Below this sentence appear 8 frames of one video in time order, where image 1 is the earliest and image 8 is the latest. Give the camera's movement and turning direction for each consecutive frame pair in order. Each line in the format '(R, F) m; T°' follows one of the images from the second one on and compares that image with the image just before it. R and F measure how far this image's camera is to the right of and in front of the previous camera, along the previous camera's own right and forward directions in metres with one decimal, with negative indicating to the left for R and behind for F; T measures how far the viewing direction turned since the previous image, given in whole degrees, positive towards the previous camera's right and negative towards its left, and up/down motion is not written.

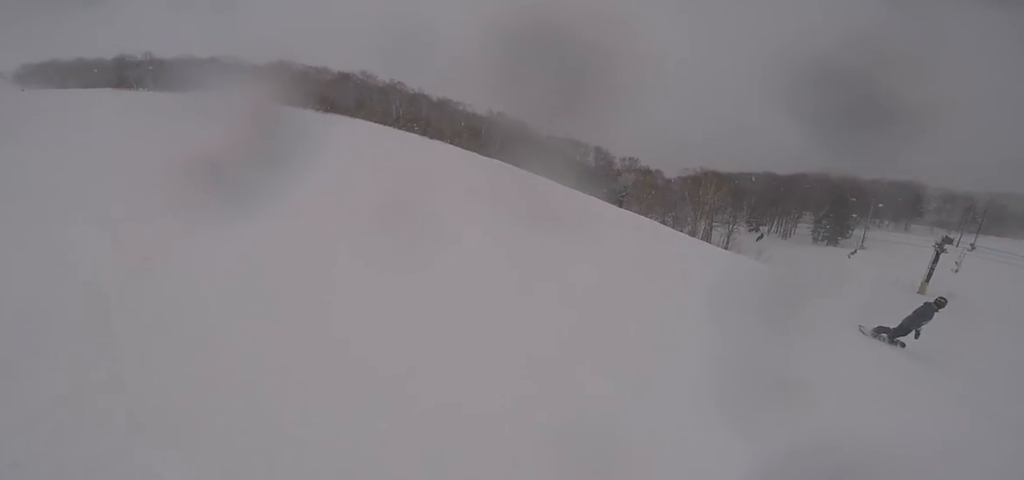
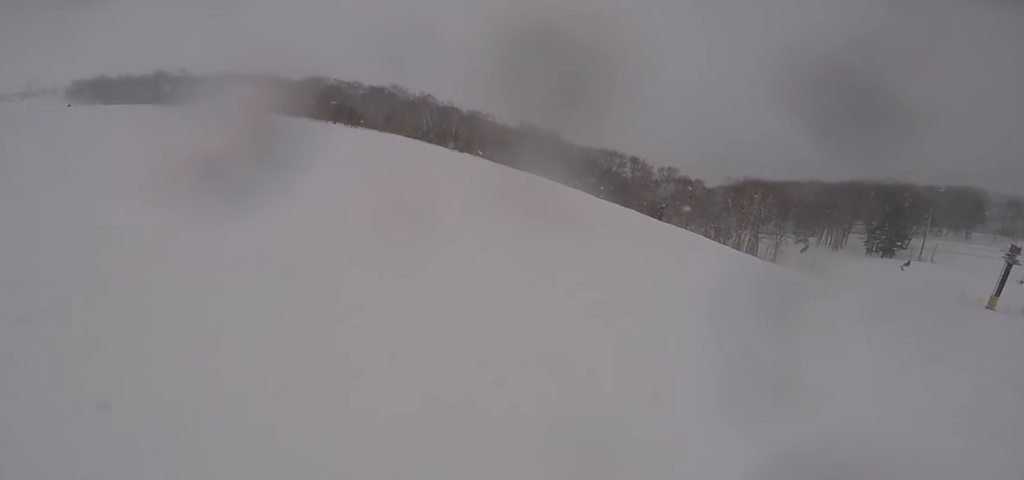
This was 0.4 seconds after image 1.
(+0.1, +1.2) m; +7°
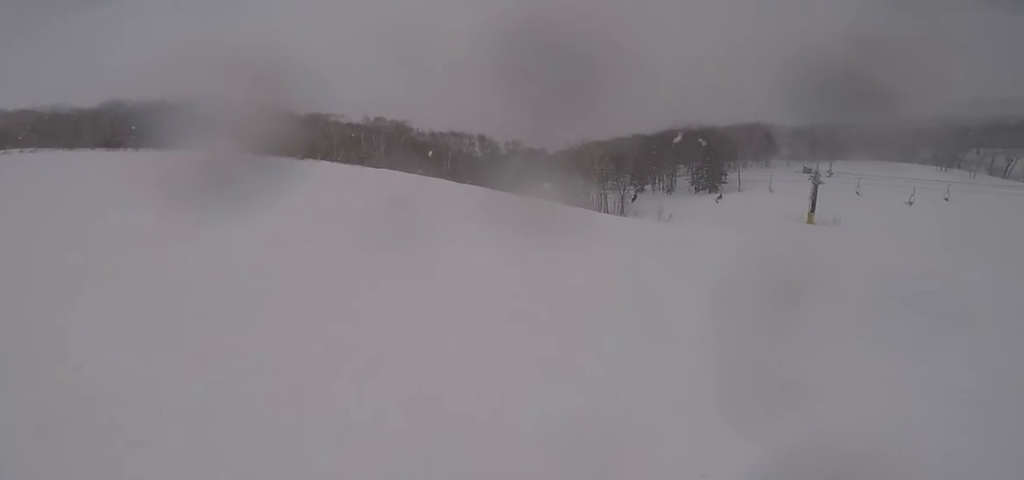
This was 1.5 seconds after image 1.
(+0.5, +2.5) m; +27°
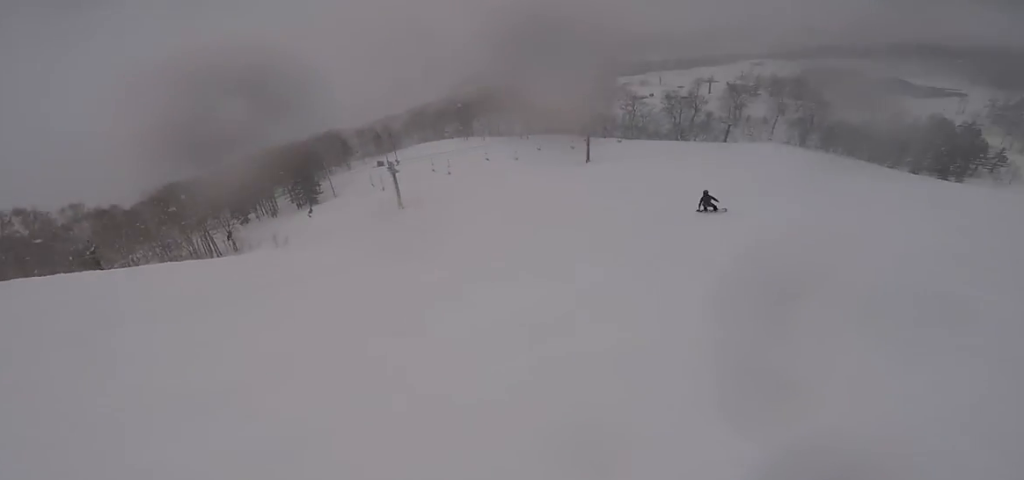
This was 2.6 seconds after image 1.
(+0.7, +2.4) m; +27°
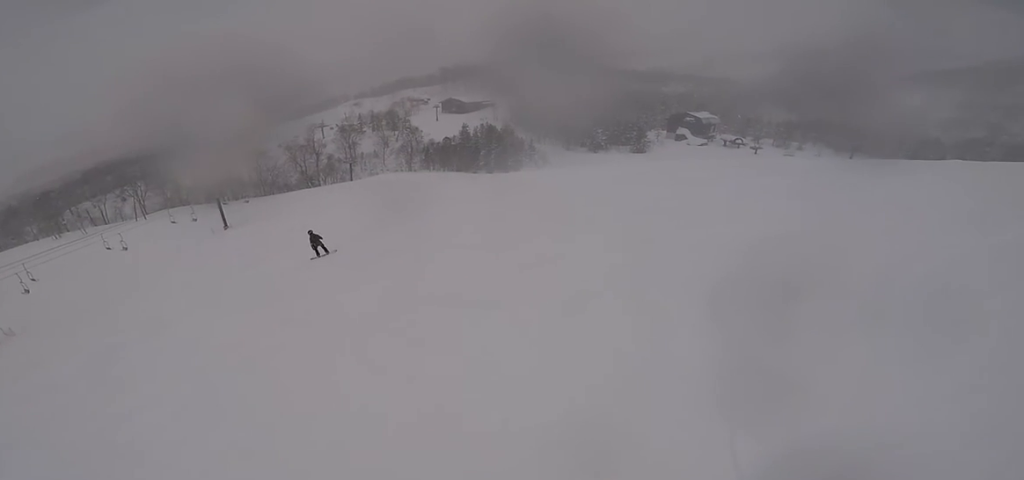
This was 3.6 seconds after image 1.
(+0.6, +3.3) m; +13°
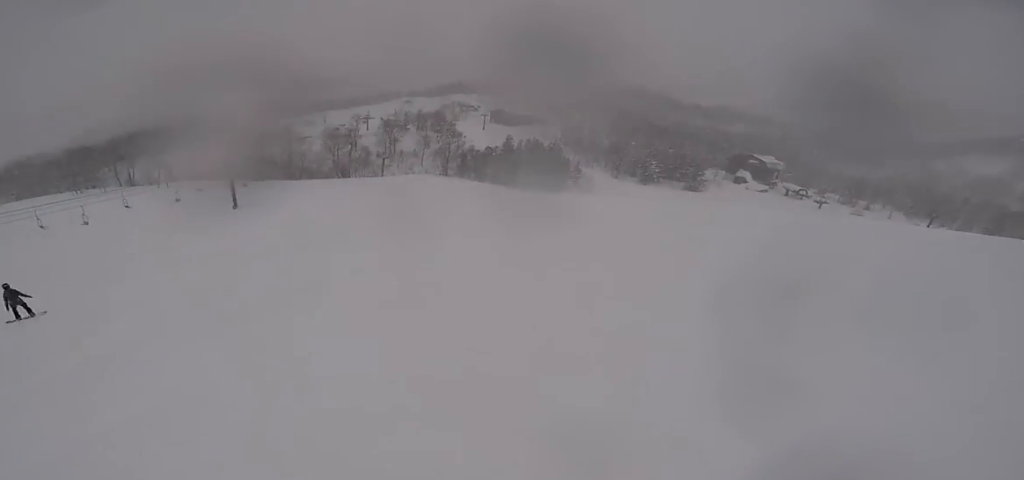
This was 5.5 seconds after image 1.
(-0.2, +7.2) m; -15°
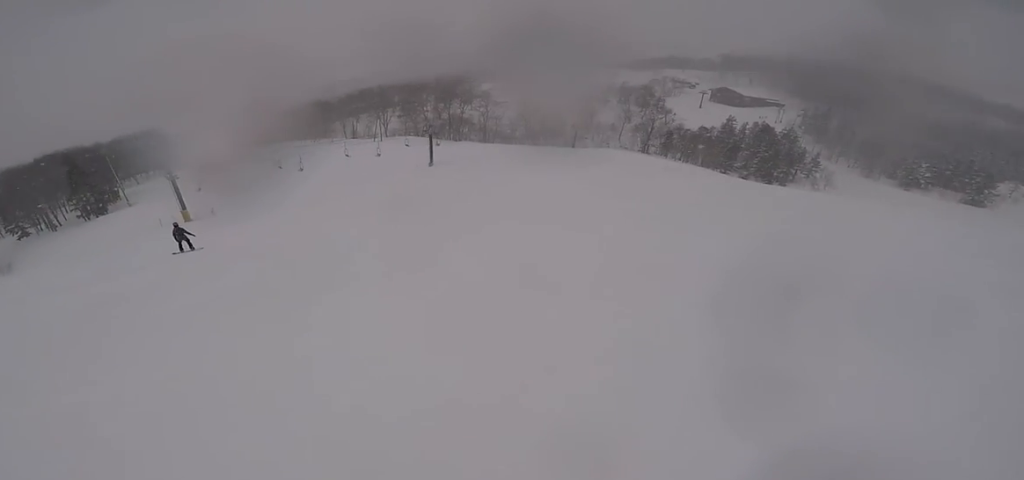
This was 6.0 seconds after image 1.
(-0.1, +1.7) m; -10°
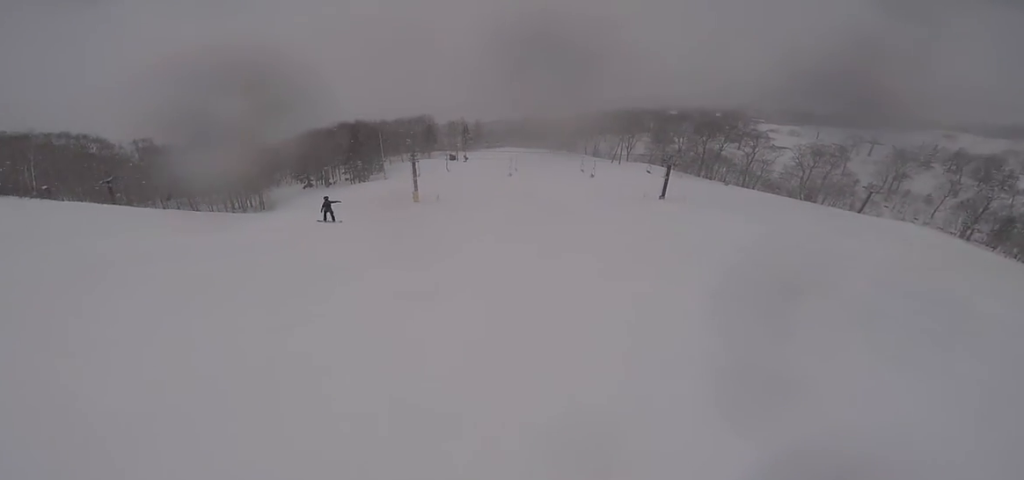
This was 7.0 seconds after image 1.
(-0.6, +2.9) m; -24°
